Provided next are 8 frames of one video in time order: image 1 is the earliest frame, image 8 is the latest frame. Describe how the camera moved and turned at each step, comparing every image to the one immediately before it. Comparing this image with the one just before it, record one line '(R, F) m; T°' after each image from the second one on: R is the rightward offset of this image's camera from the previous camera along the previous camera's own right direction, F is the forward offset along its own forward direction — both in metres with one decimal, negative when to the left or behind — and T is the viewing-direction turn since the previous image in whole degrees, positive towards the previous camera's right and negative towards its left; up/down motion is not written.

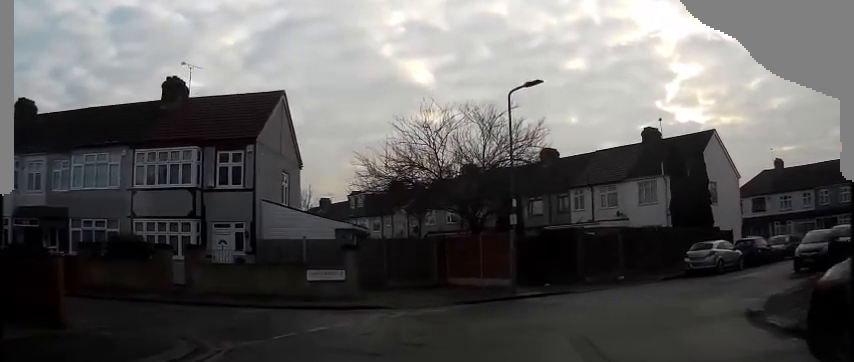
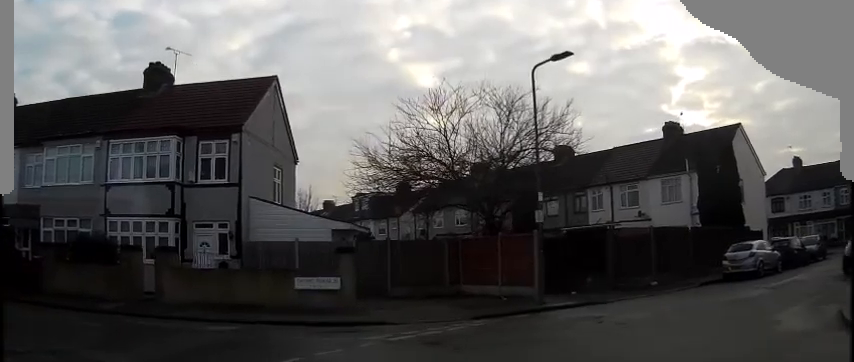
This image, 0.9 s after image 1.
(+0.1, +2.6) m; +3°
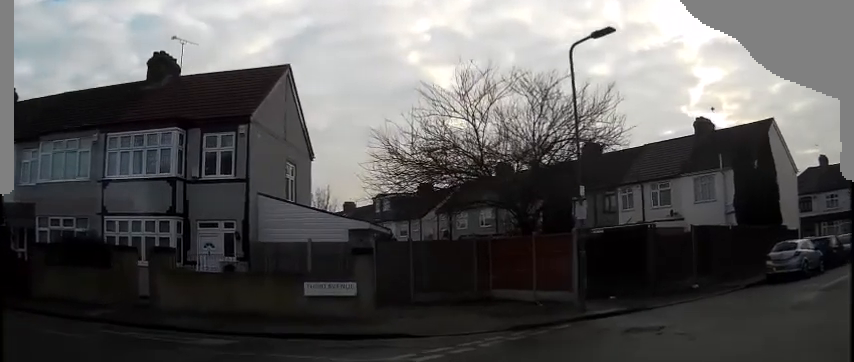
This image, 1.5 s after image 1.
(0.0, +1.5) m; +1°
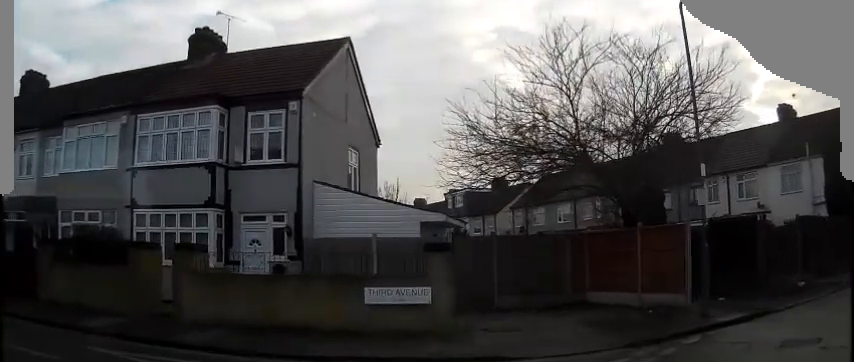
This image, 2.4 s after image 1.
(0.0, +2.5) m; 0°
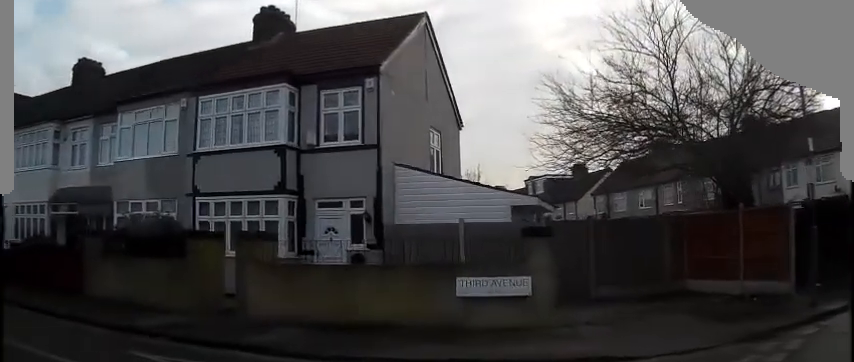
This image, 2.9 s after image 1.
(0.0, +1.3) m; 0°
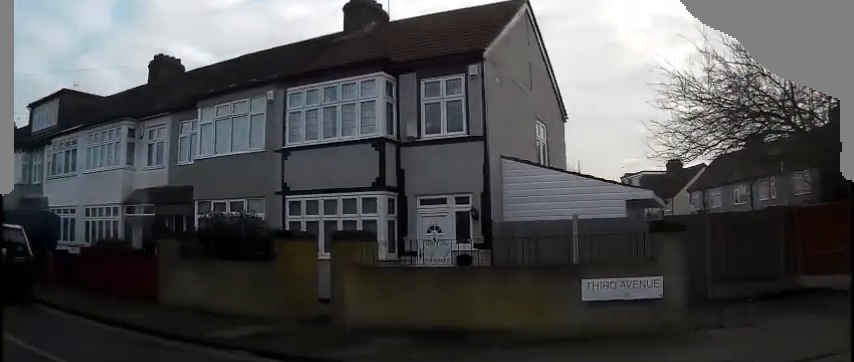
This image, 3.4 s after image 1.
(0.0, +1.3) m; -10°
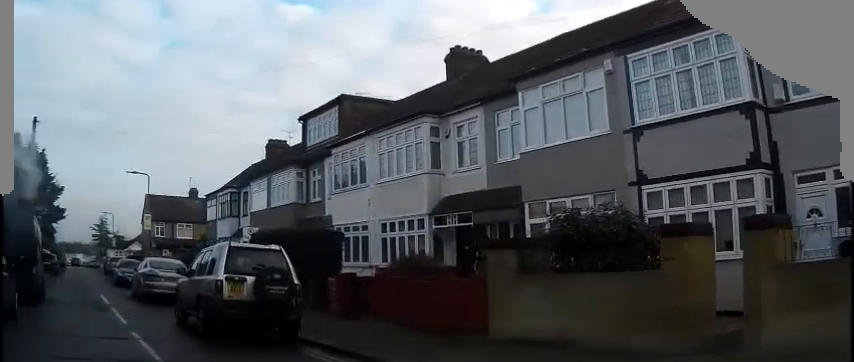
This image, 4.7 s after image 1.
(-0.8, +3.0) m; -36°
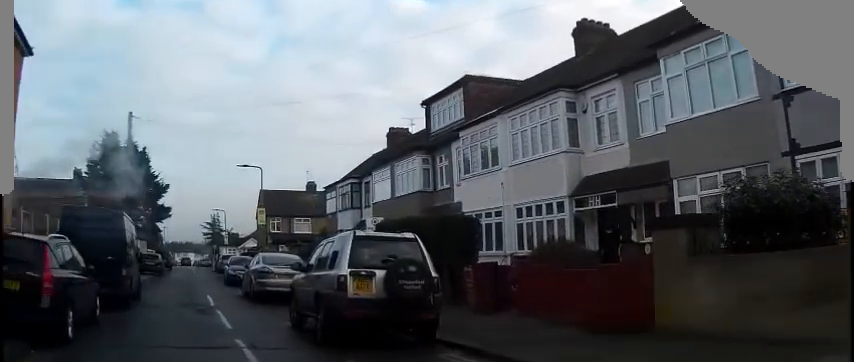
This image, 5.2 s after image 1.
(-0.2, +1.3) m; -12°
